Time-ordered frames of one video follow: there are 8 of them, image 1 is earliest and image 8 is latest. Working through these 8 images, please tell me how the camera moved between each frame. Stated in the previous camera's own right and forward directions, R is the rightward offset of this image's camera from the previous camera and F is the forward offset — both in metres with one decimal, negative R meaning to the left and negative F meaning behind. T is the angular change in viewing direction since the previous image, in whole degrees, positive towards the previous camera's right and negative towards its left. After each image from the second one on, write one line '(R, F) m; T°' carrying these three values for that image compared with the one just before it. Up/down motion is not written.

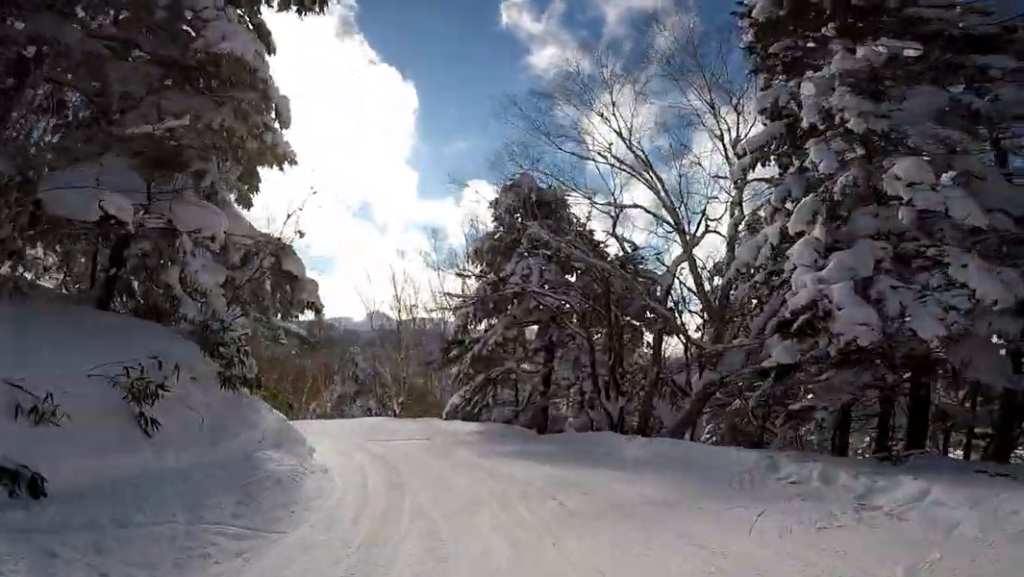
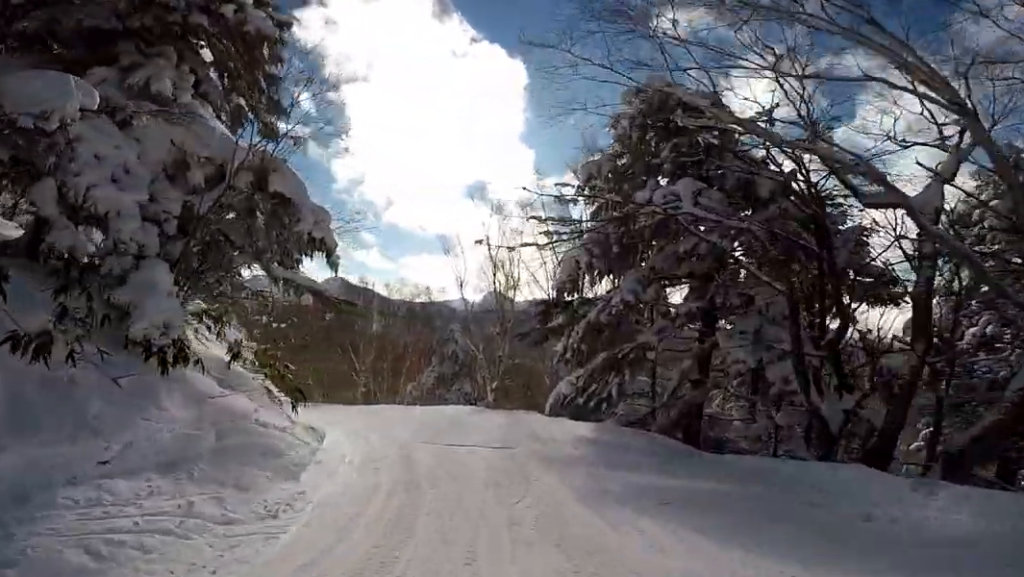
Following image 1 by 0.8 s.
(+0.1, +5.3) m; -8°
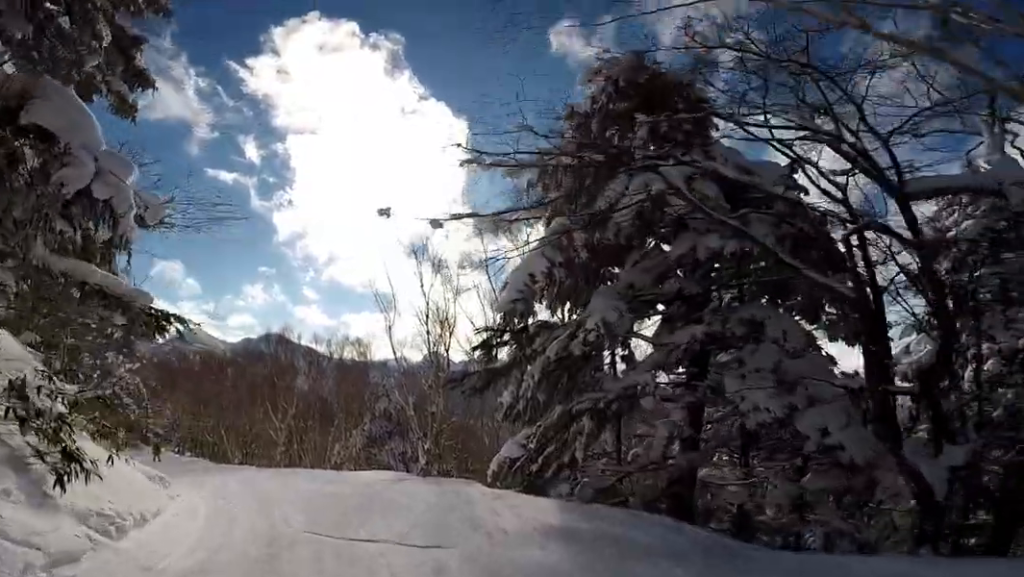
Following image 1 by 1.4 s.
(-0.5, +3.7) m; -7°
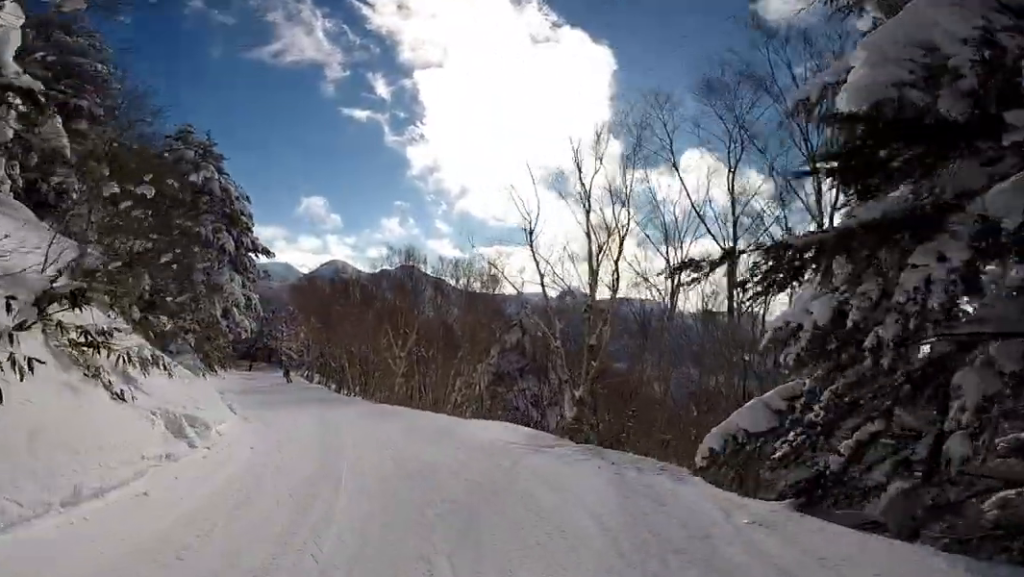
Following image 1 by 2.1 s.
(-0.4, +4.6) m; -8°
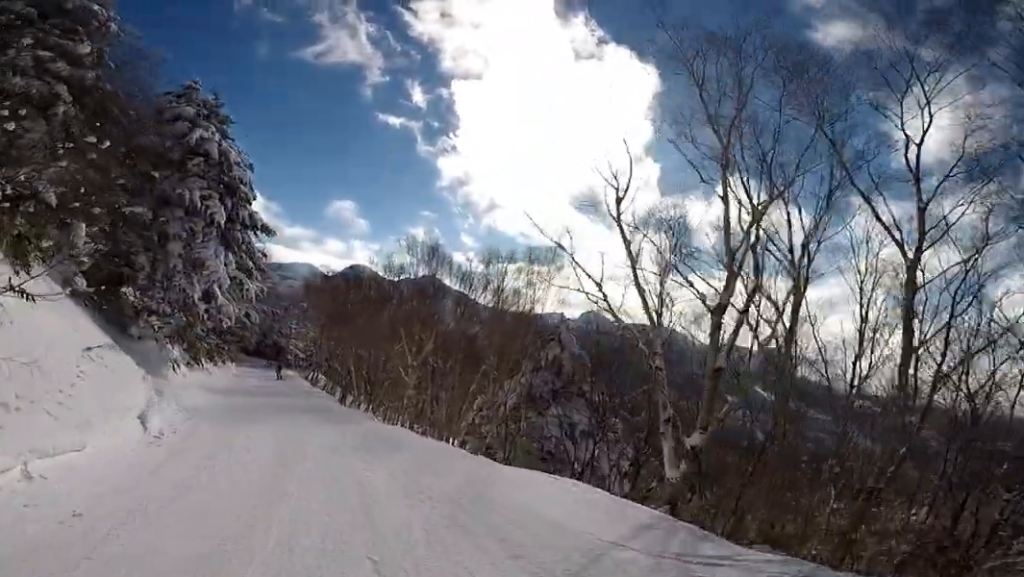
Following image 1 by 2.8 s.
(0.0, +4.8) m; -7°
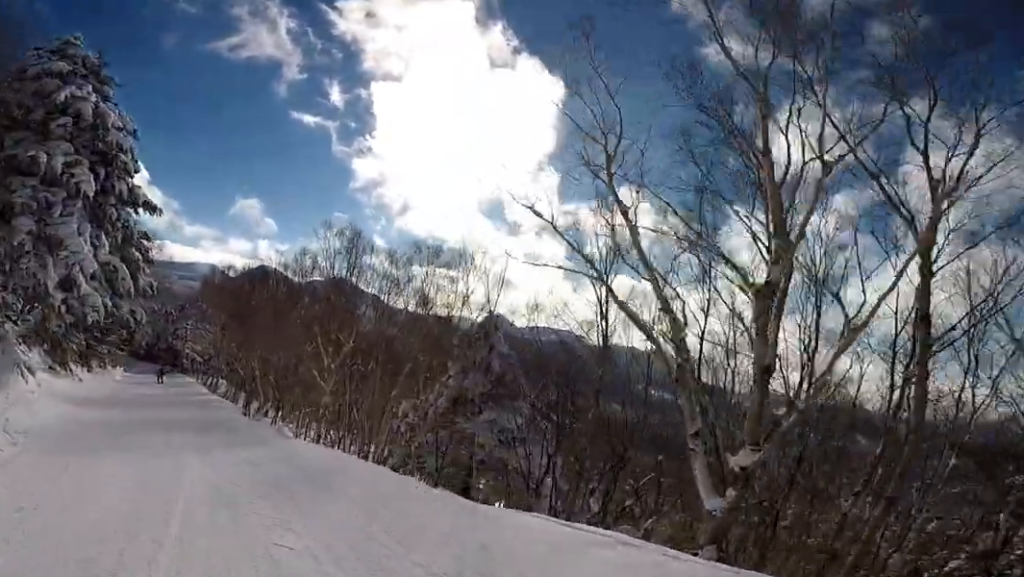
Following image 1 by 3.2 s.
(-0.2, +3.0) m; -1°
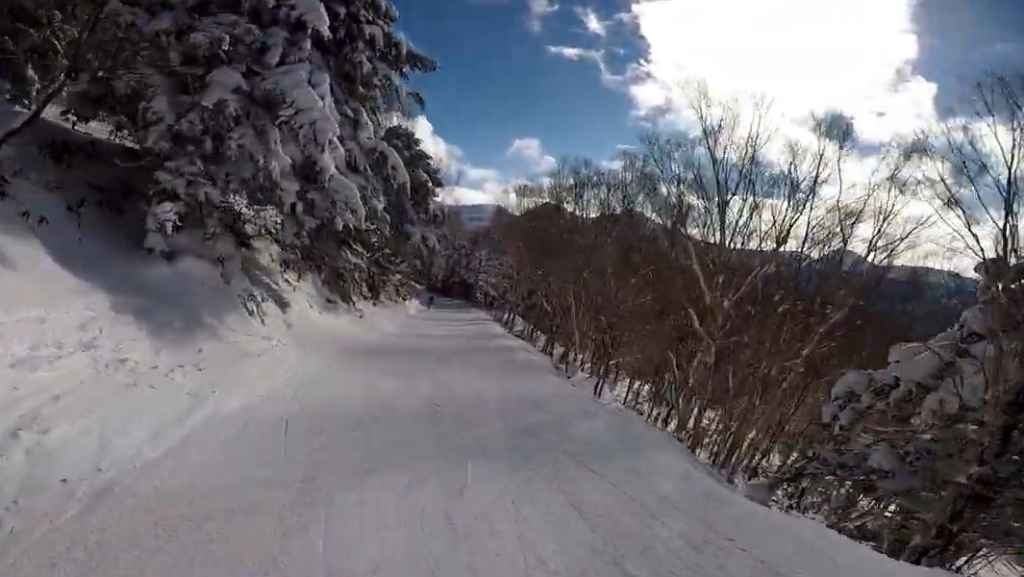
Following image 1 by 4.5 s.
(0.0, +9.5) m; 0°
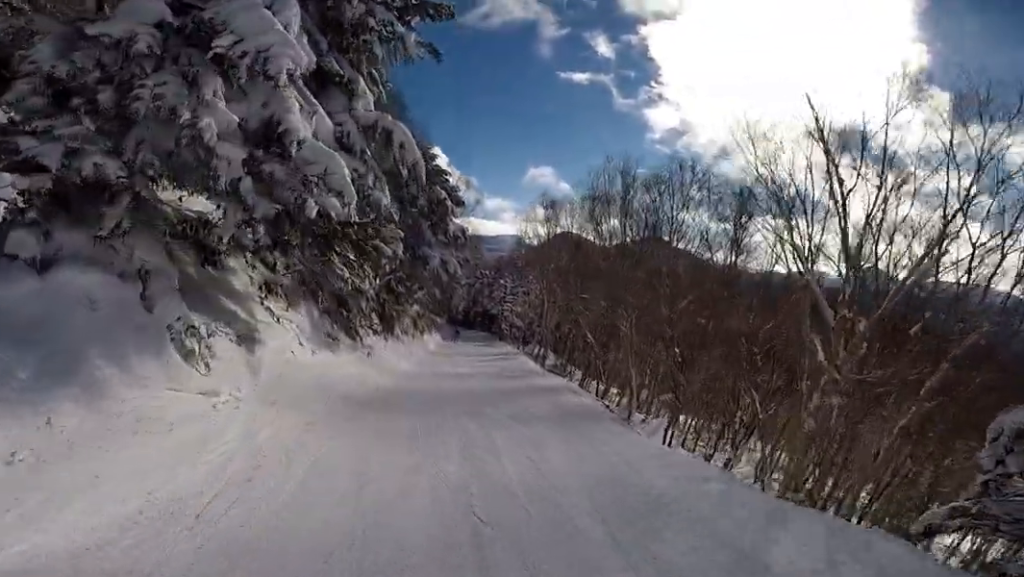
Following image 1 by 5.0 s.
(+0.4, +3.7) m; 0°
